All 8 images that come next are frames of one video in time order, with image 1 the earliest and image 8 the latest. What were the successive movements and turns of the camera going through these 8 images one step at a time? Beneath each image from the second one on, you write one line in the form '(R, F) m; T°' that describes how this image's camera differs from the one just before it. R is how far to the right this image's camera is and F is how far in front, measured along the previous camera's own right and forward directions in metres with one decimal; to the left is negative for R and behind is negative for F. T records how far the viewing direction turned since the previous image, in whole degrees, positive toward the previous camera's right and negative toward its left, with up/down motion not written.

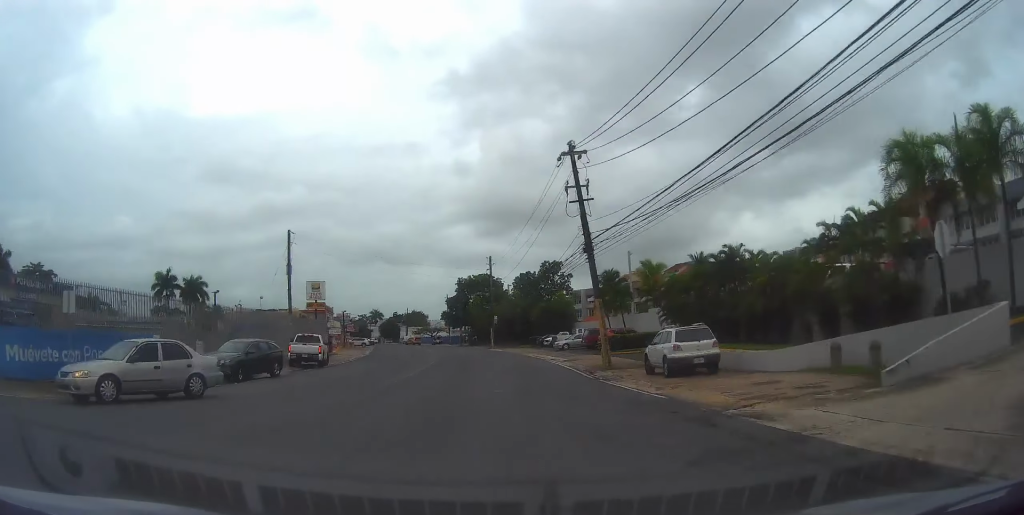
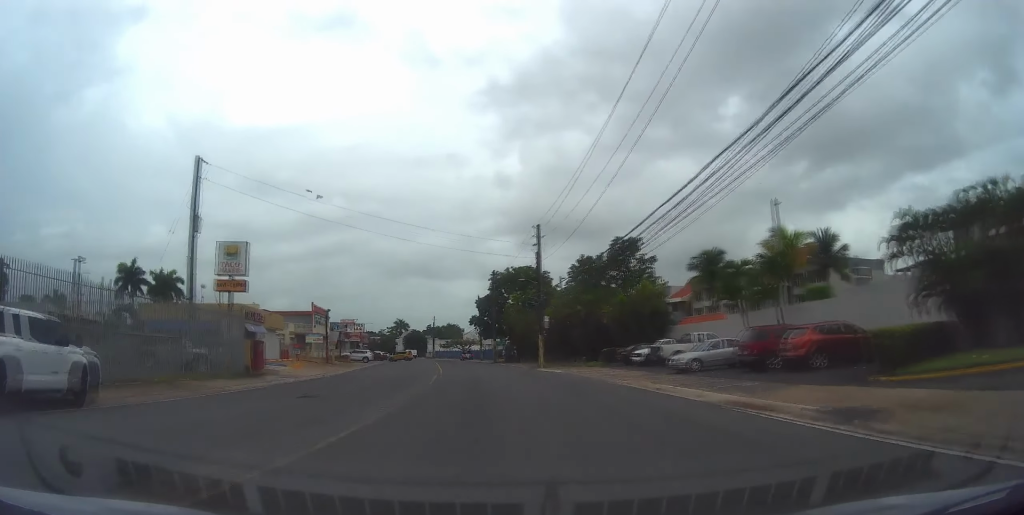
(-1.2, +29.2) m; -4°
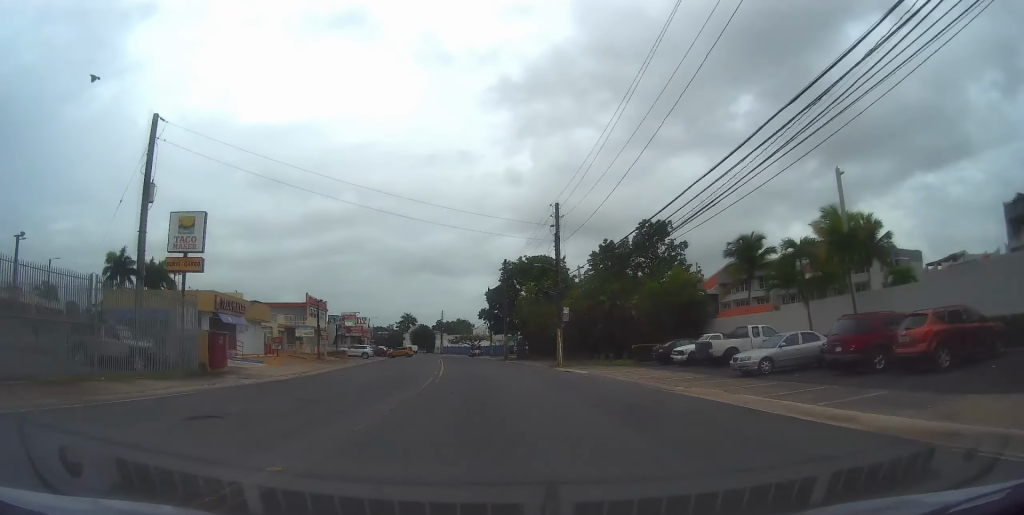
(-0.1, +7.2) m; -1°
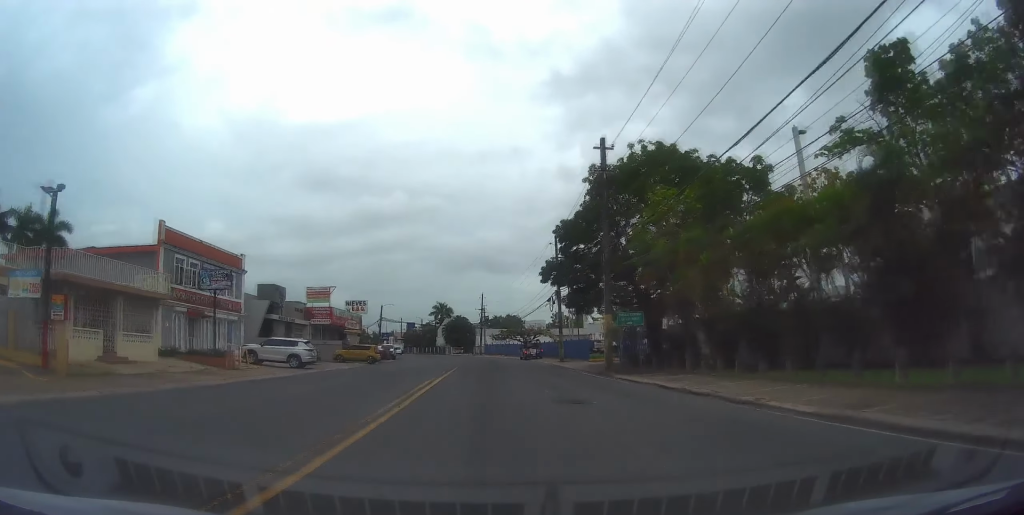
(-2.0, +45.2) m; -4°
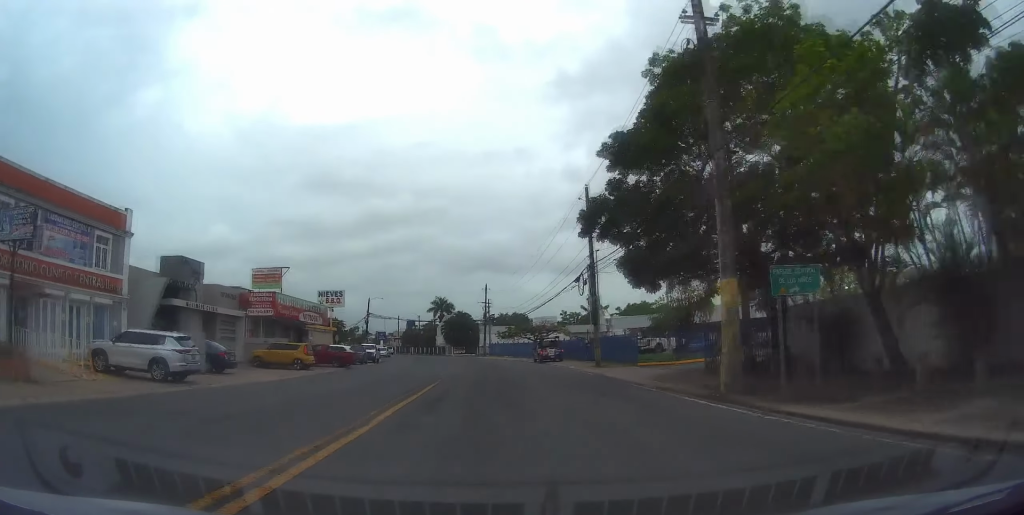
(0.0, +17.1) m; -1°
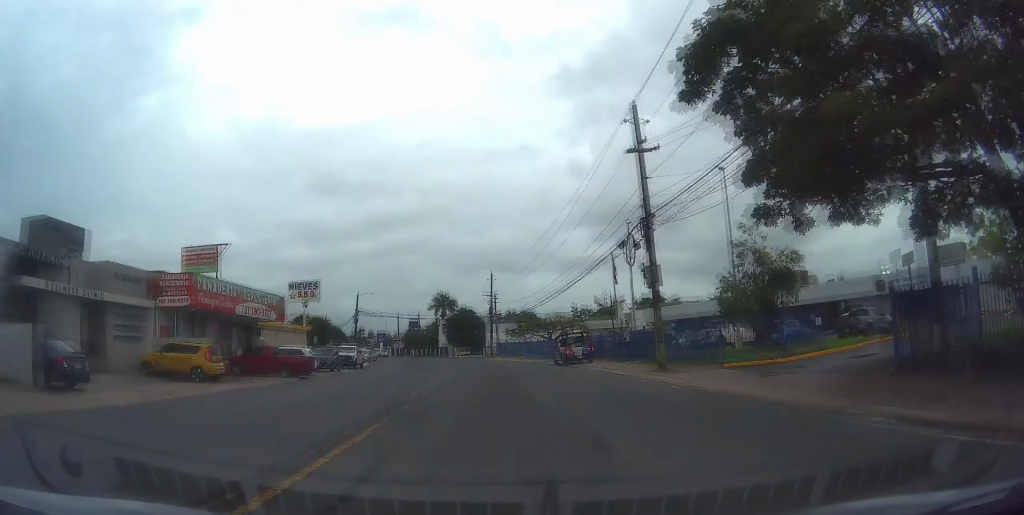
(-0.2, +13.1) m; -1°
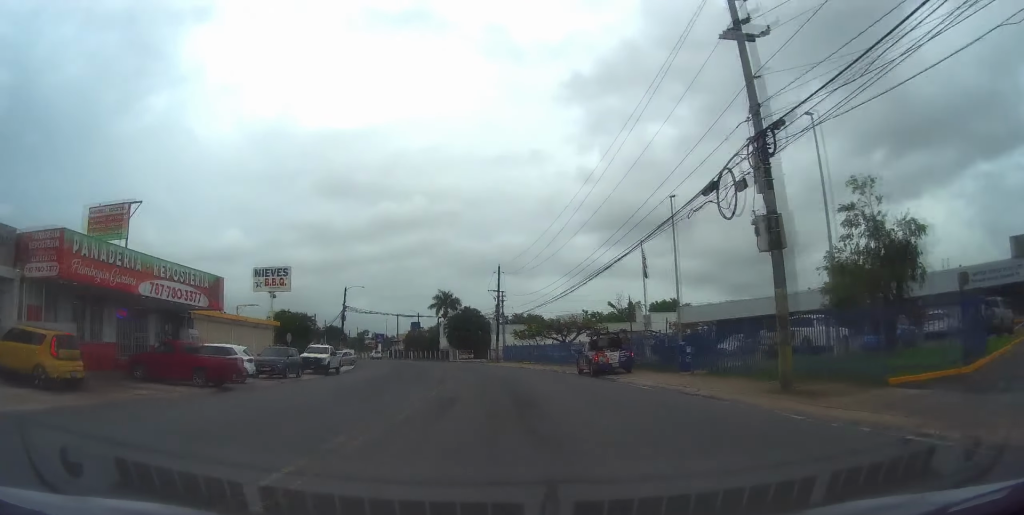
(-0.1, +11.3) m; -1°
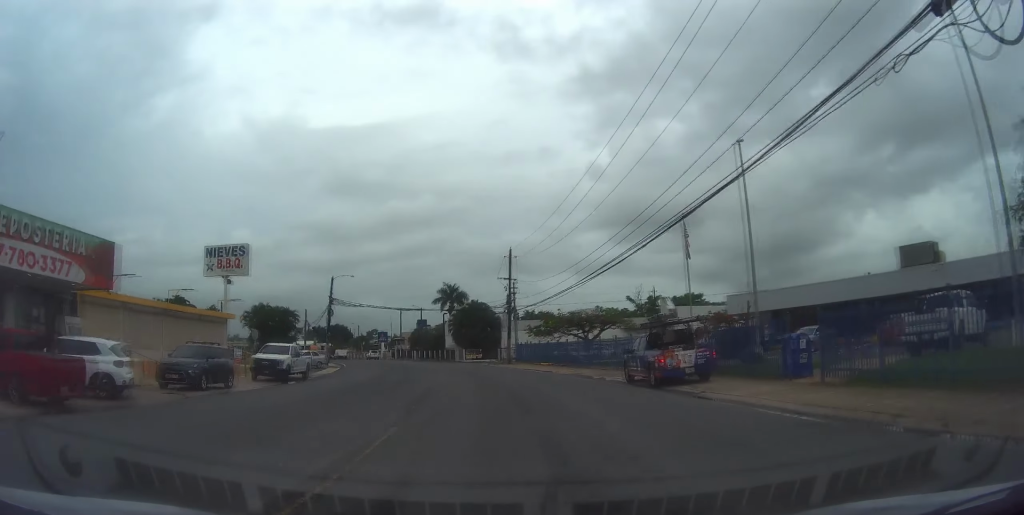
(0.0, +10.7) m; -1°
